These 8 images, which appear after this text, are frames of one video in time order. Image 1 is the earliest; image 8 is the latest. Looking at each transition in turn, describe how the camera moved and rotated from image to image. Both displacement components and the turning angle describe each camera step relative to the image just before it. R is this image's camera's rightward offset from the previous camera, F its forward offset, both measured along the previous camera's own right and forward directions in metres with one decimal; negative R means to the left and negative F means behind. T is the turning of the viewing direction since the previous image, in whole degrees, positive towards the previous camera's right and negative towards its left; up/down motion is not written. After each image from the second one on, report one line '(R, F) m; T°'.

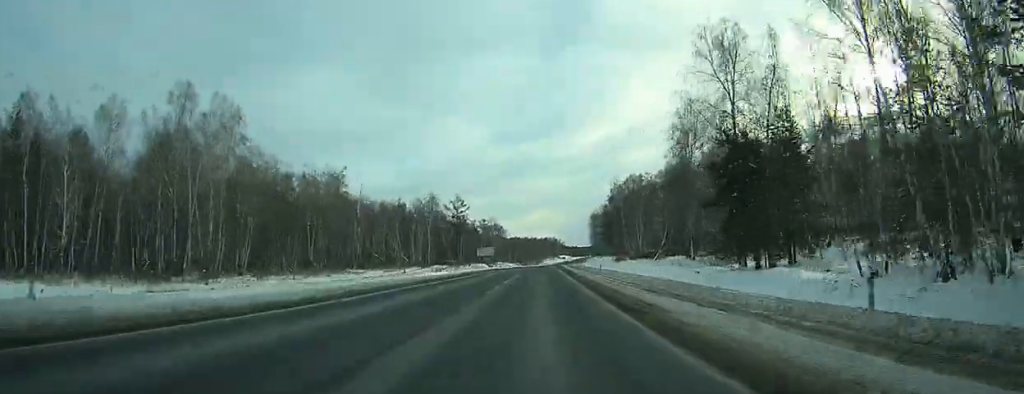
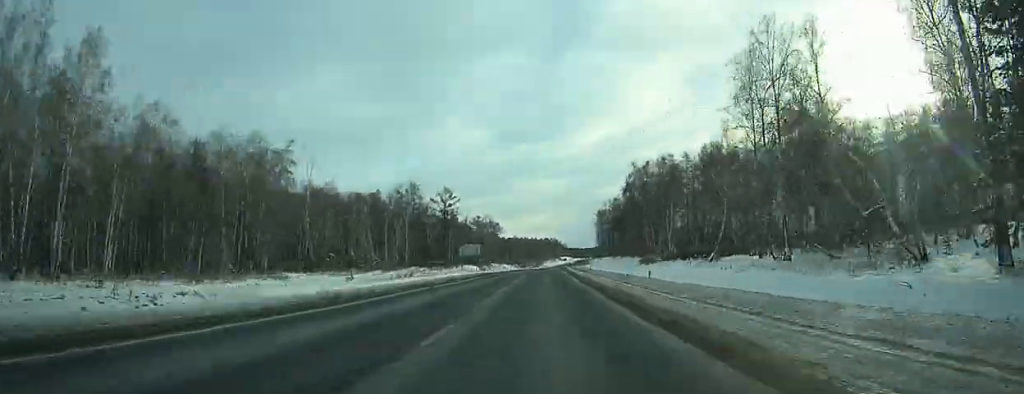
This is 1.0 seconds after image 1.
(+0.1, +25.3) m; 0°
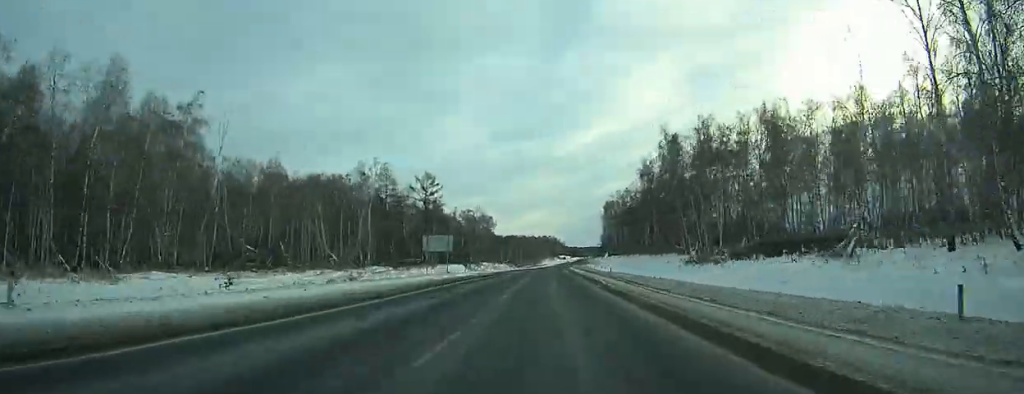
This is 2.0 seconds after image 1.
(0.0, +25.4) m; 0°
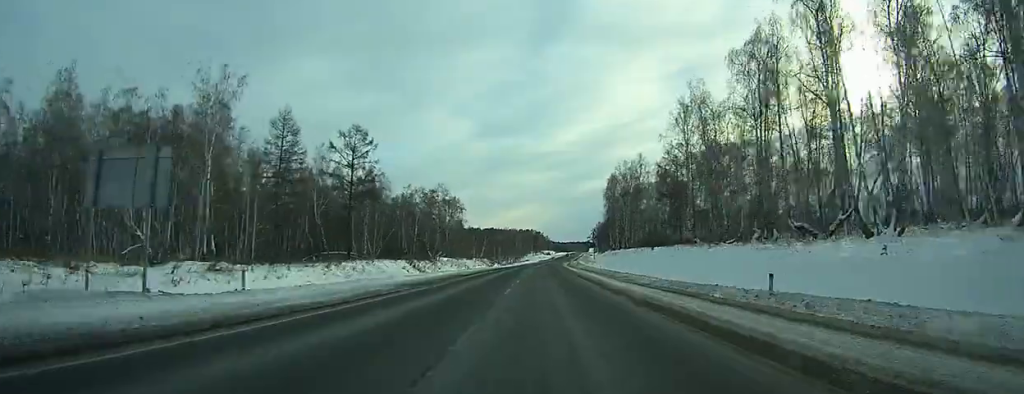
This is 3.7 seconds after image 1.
(+0.3, +44.3) m; +1°
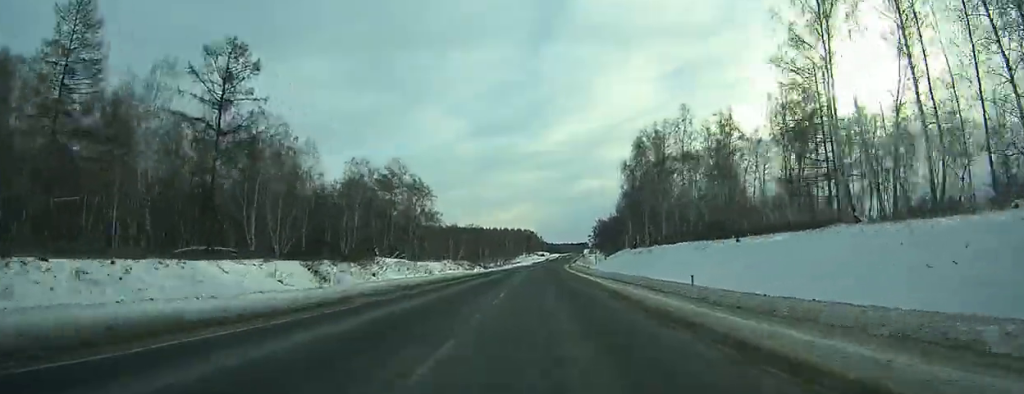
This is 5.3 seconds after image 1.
(+0.7, +40.3) m; +1°
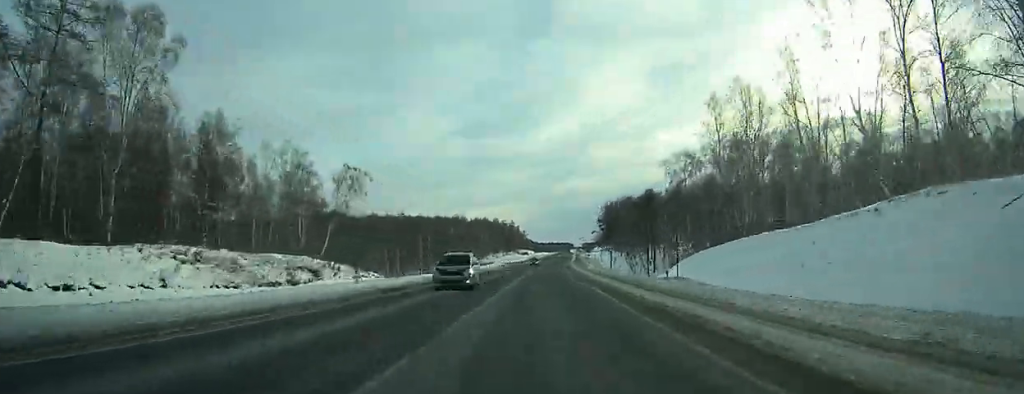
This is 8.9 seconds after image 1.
(+2.7, +101.3) m; +8°
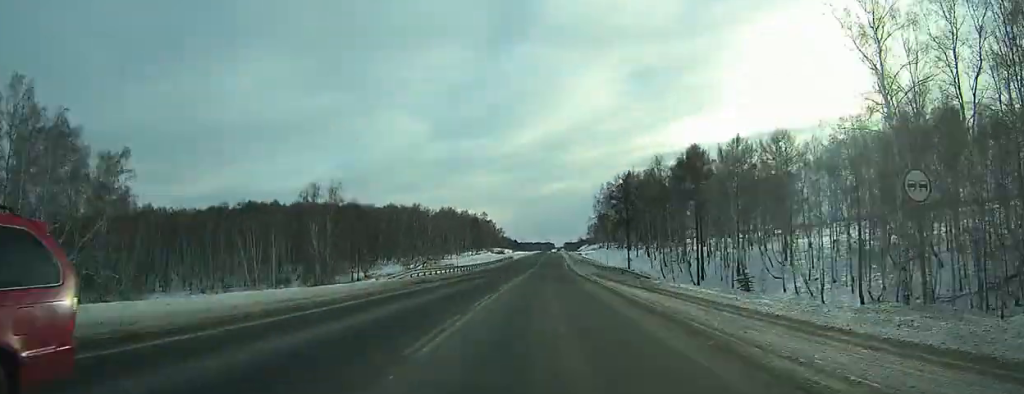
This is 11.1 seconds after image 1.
(+6.8, +63.8) m; 0°
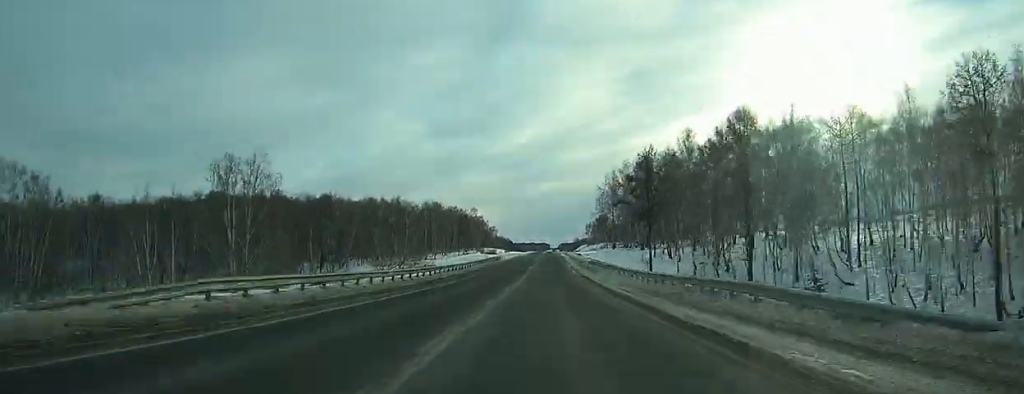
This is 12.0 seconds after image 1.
(+3.5, +24.8) m; -4°
